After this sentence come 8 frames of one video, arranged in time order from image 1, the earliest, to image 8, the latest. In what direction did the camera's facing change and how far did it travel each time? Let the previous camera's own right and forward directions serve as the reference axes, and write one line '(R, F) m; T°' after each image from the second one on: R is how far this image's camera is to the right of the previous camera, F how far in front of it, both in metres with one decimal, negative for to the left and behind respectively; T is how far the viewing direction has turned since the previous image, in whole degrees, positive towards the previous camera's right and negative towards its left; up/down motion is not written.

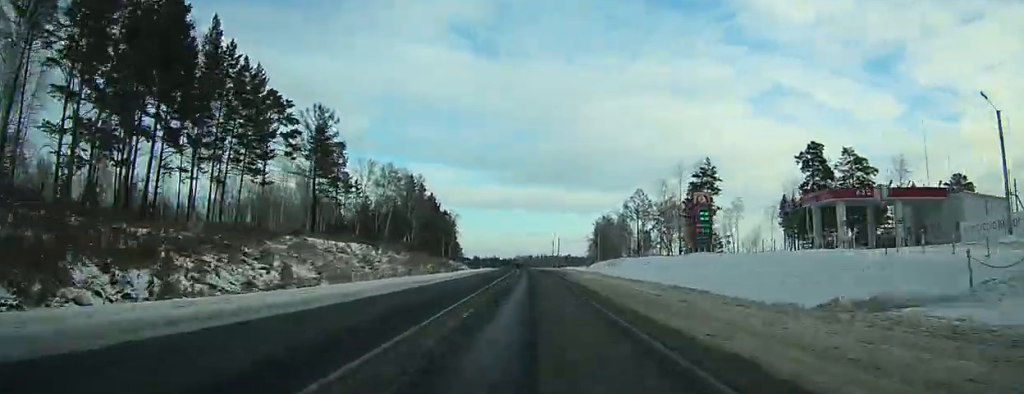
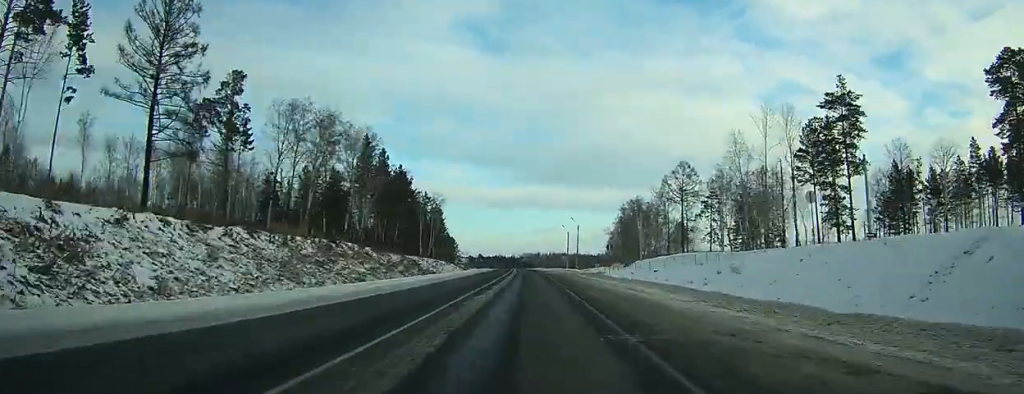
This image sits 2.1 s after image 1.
(-3.4, +54.5) m; -5°
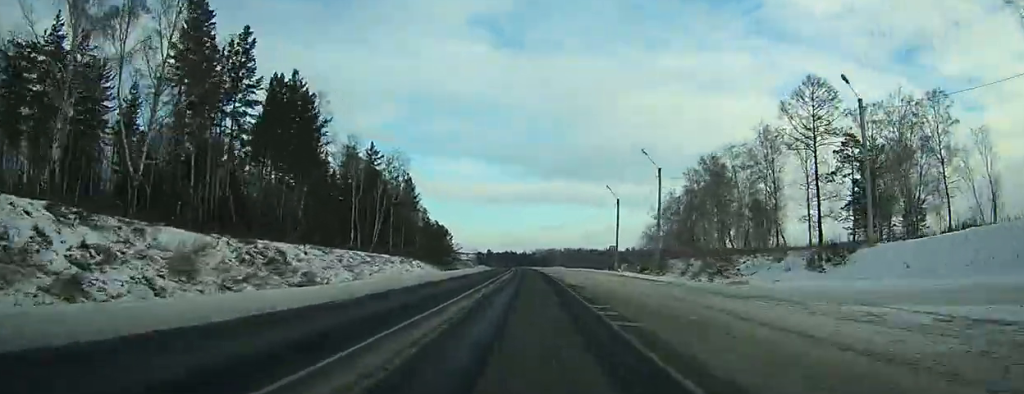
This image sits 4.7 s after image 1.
(-1.4, +67.5) m; -2°
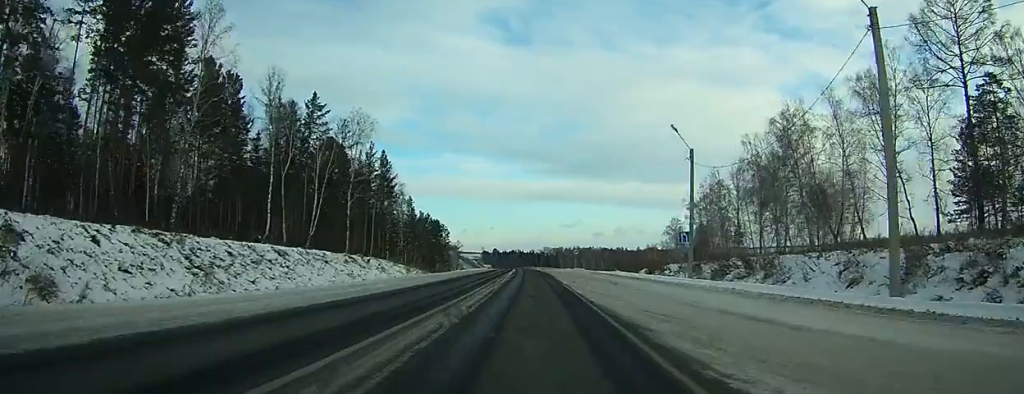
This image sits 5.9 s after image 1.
(-0.2, +30.8) m; -1°
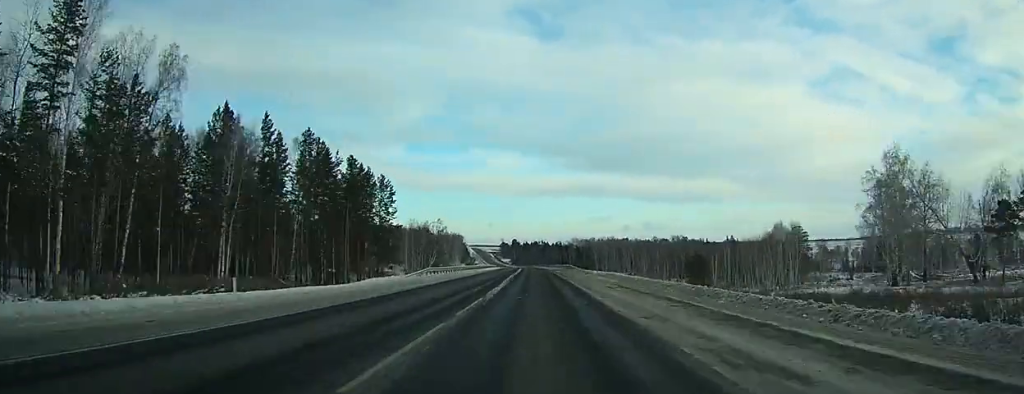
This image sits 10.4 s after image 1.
(-2.3, +115.2) m; -2°
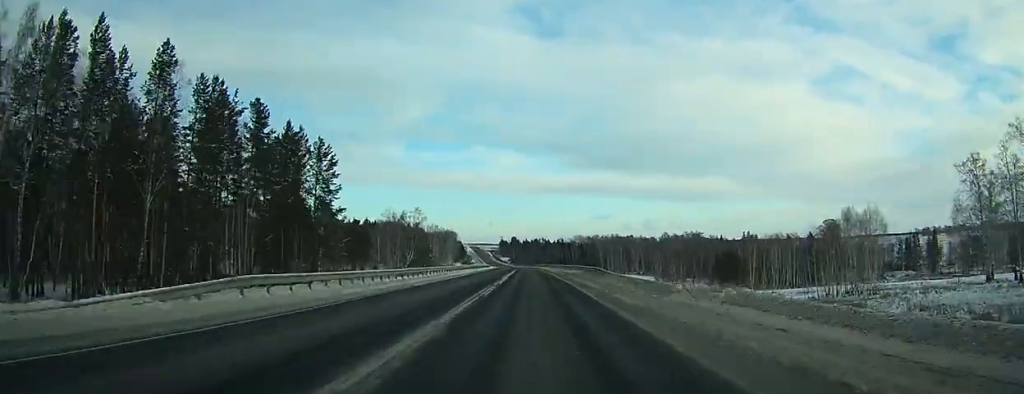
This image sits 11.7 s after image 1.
(-0.1, +32.0) m; -1°
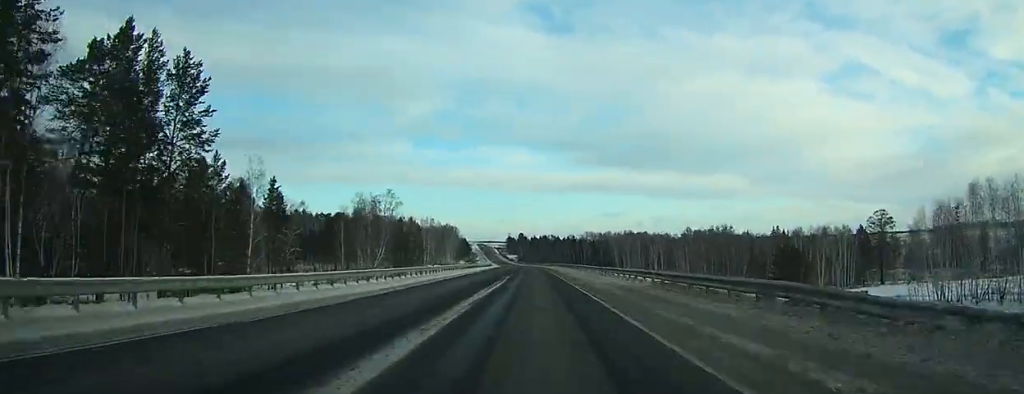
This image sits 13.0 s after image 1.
(-0.2, +33.7) m; -1°
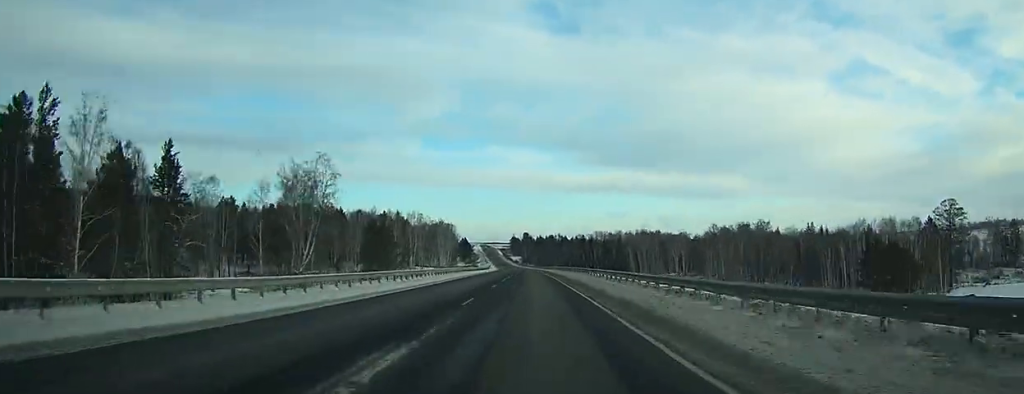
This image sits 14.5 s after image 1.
(-0.4, +37.2) m; -1°
